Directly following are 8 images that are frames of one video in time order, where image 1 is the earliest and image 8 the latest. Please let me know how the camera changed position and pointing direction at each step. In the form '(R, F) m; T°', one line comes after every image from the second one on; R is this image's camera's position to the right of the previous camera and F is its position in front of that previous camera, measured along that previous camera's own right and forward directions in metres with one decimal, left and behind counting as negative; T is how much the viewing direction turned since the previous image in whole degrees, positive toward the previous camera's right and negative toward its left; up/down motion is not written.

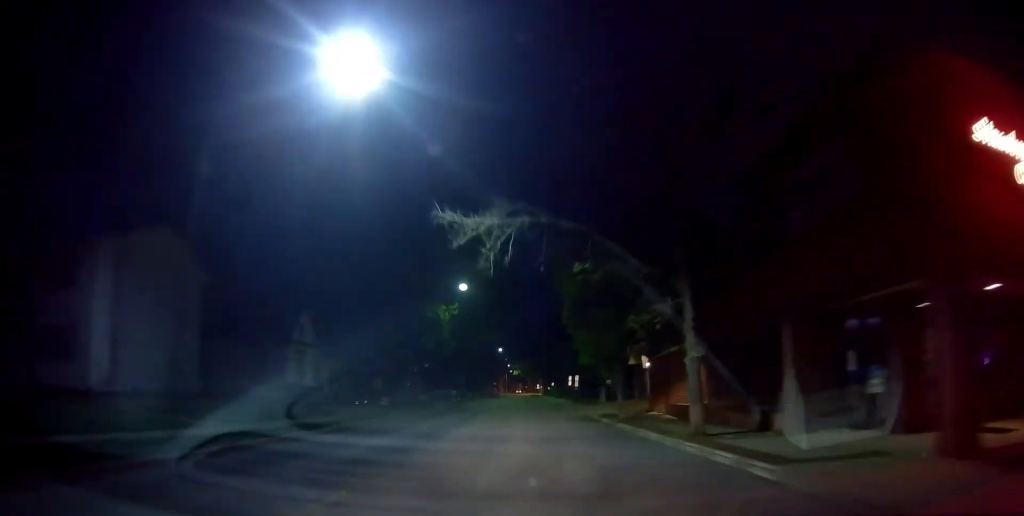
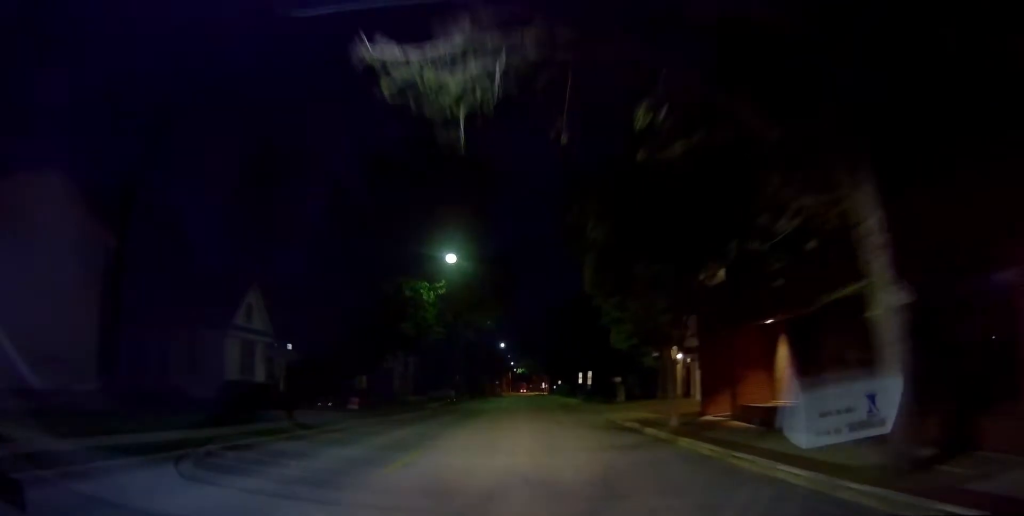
(0.0, +8.4) m; 0°
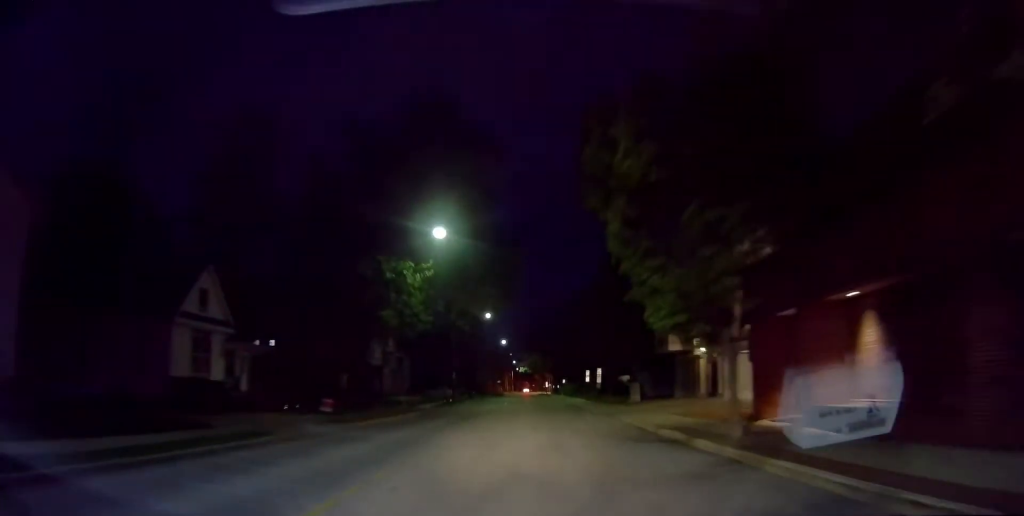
(0.0, +5.3) m; 0°
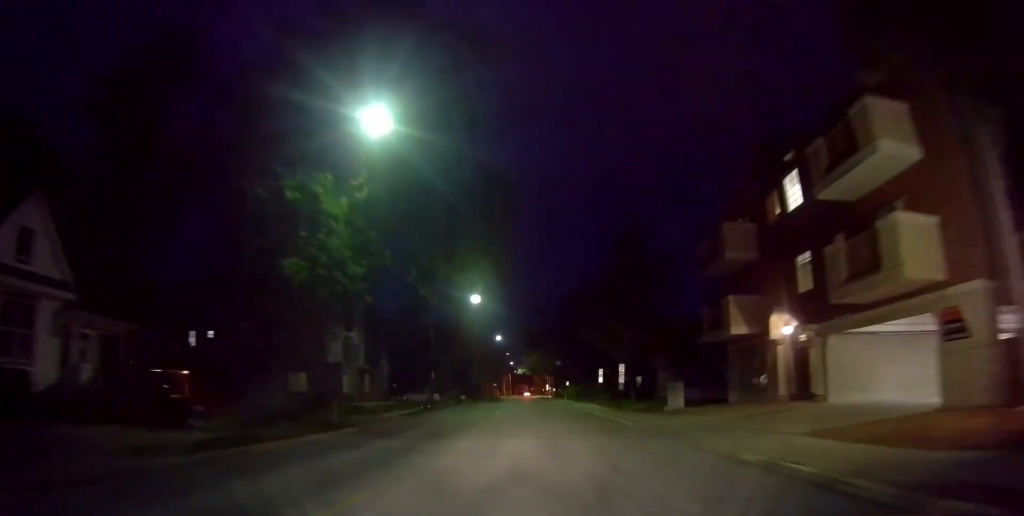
(0.0, +11.5) m; 0°
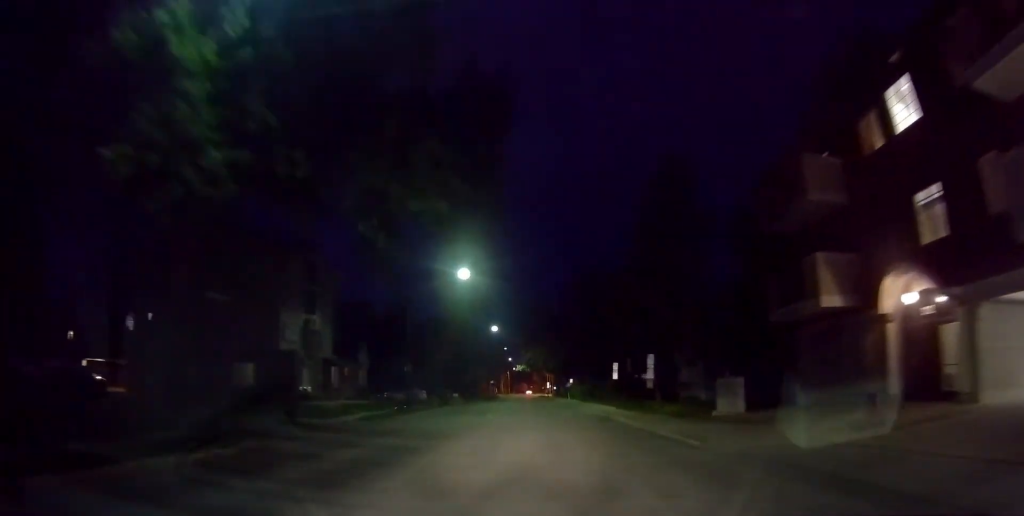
(0.0, +8.0) m; 0°
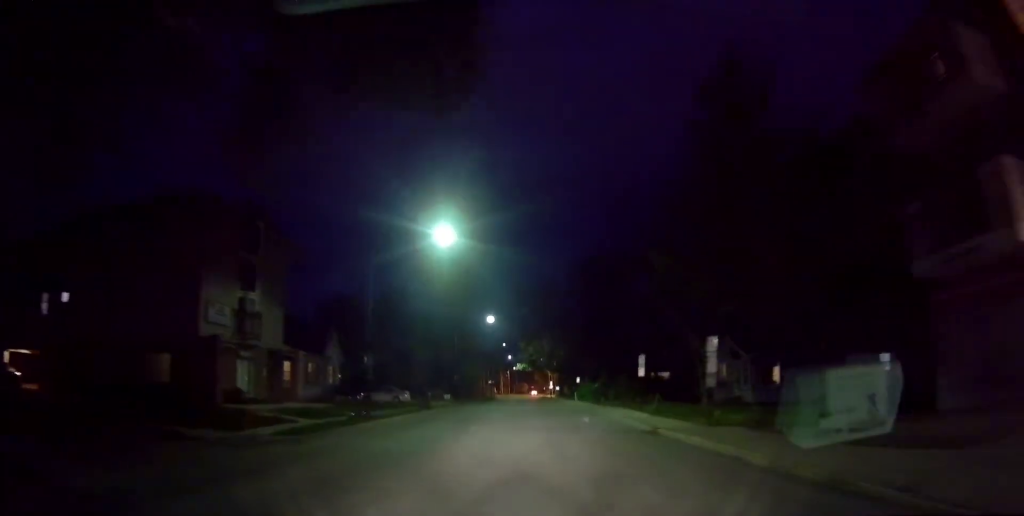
(0.0, +9.1) m; 0°
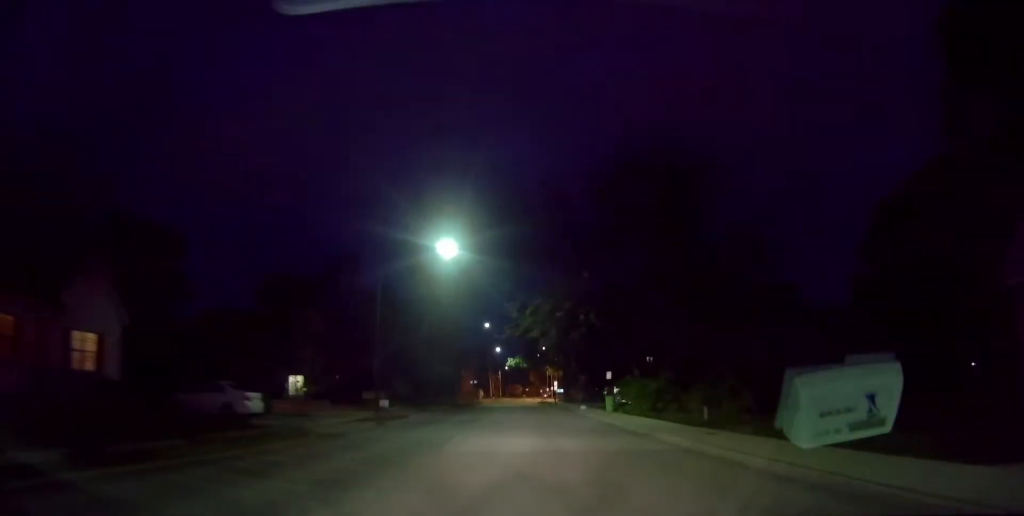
(0.0, +29.4) m; 0°
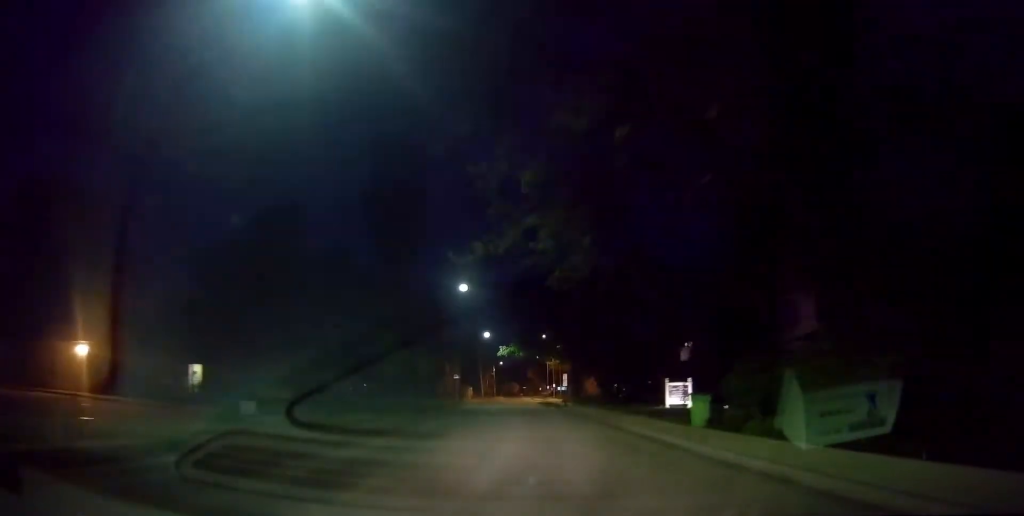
(0.0, +20.3) m; 0°
